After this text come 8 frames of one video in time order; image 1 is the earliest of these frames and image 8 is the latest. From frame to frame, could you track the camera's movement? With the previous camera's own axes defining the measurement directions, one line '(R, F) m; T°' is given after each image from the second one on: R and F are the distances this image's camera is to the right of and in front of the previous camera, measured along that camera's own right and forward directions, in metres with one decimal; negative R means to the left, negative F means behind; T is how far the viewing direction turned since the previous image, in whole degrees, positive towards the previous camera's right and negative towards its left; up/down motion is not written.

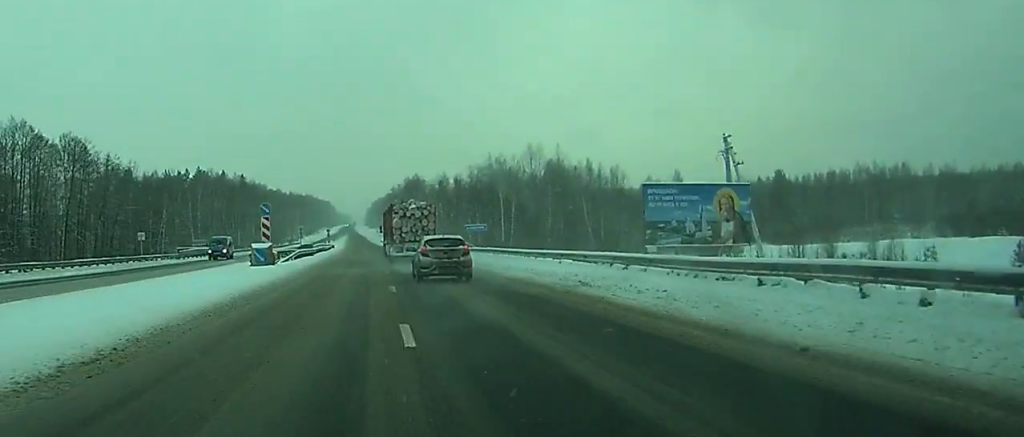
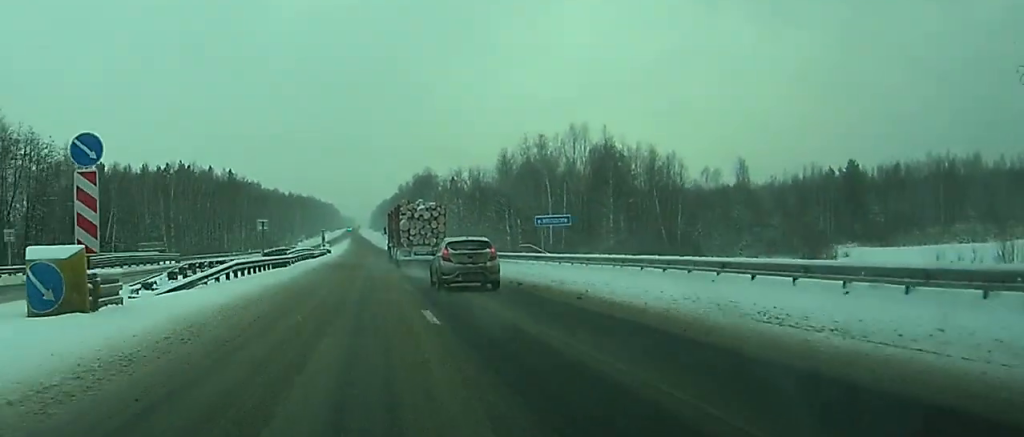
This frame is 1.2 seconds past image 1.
(-0.1, +32.2) m; 0°
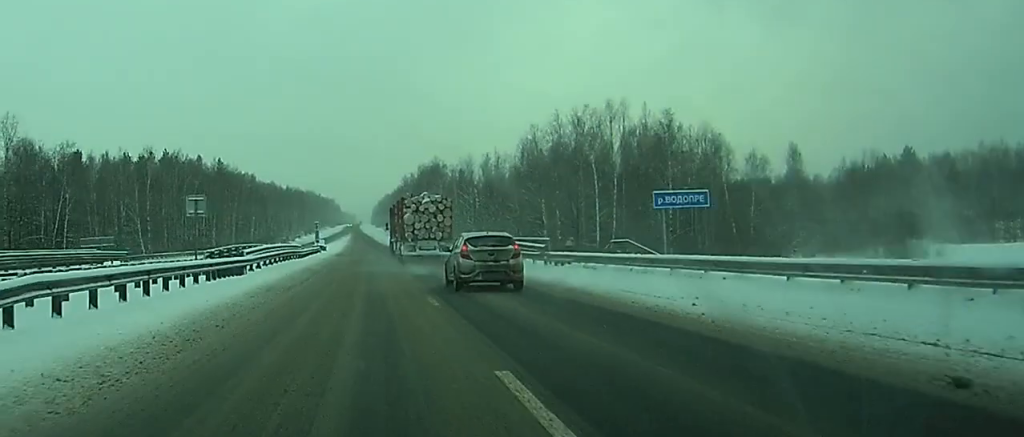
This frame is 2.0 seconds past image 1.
(0.0, +20.3) m; 0°
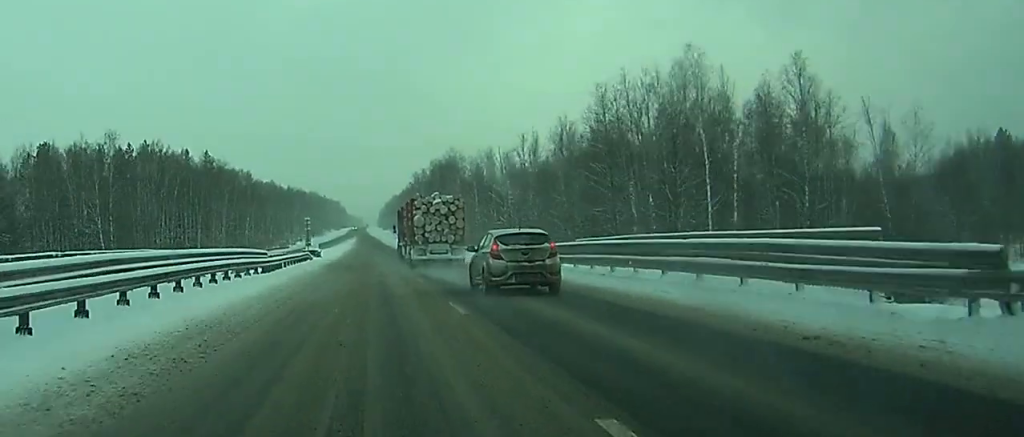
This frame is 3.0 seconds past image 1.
(0.0, +26.6) m; 0°
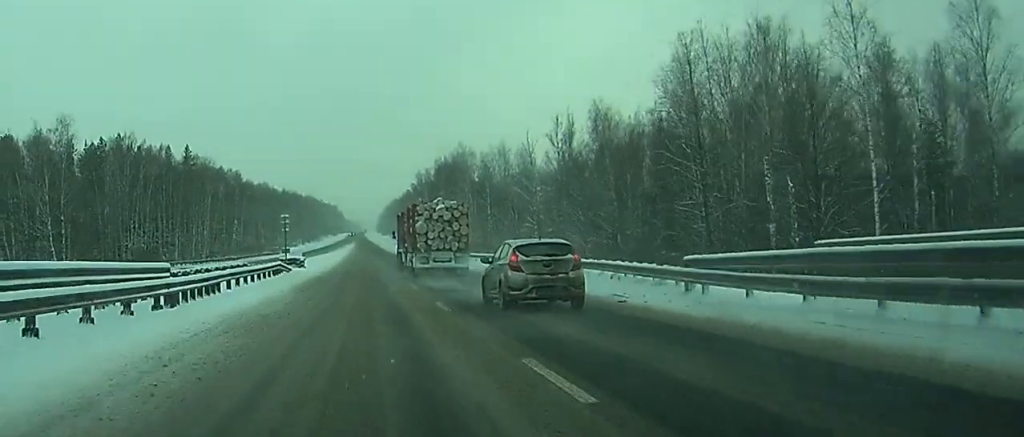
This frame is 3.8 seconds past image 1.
(0.0, +20.5) m; 0°
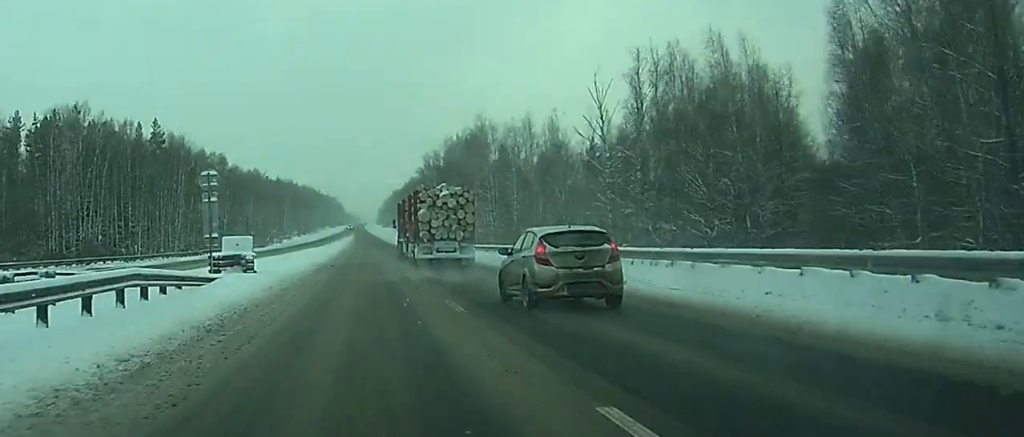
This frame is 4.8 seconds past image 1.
(0.0, +27.9) m; 0°
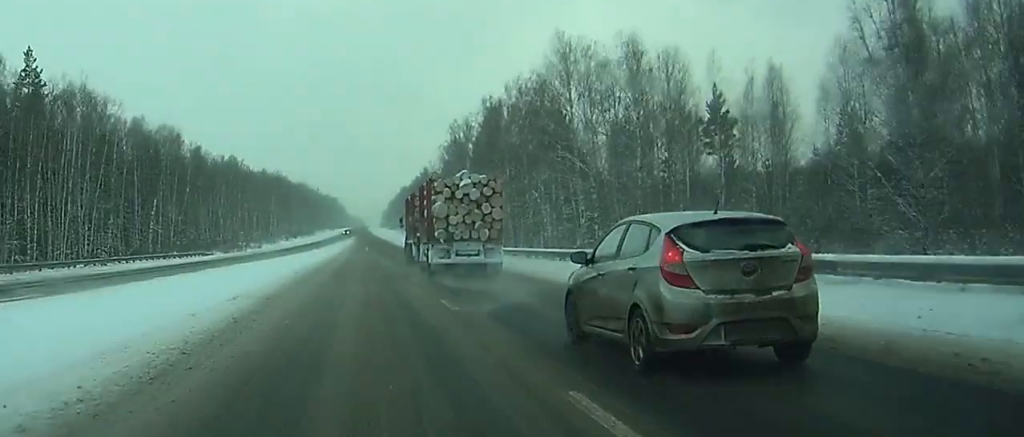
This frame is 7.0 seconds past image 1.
(-0.2, +58.7) m; 0°
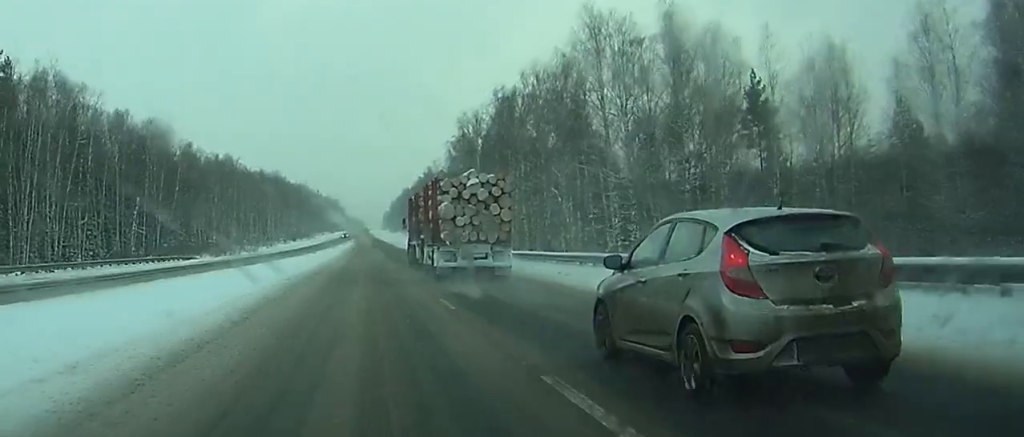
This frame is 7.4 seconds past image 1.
(0.0, +10.9) m; 0°
